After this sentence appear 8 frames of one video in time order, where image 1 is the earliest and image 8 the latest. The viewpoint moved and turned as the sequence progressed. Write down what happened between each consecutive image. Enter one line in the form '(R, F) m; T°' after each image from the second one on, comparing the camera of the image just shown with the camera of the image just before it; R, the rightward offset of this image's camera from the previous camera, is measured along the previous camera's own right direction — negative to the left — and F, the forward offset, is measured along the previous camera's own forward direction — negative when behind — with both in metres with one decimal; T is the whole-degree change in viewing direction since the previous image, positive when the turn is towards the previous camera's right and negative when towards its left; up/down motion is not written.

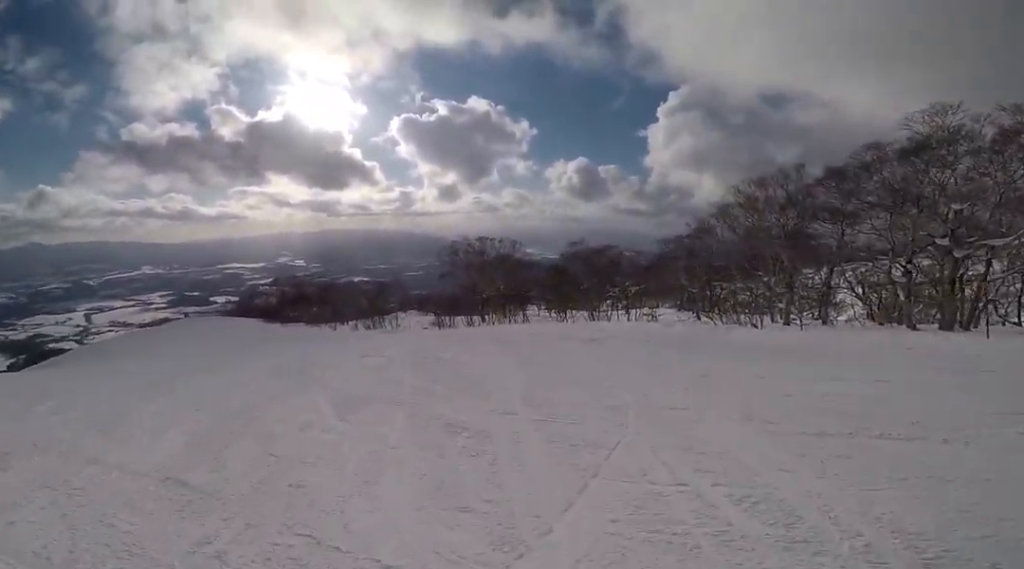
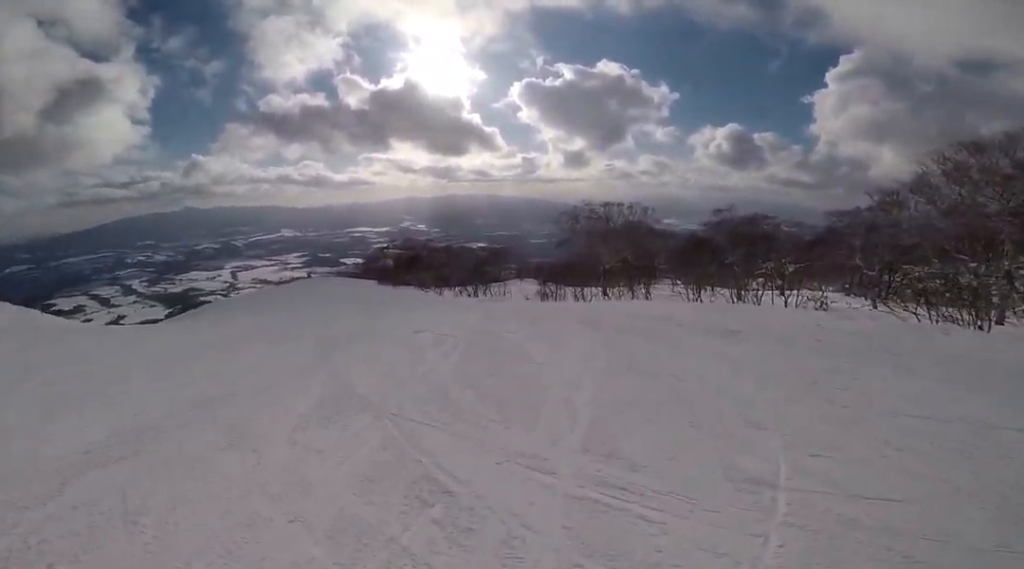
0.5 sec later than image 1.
(+1.0, +2.3) m; -9°
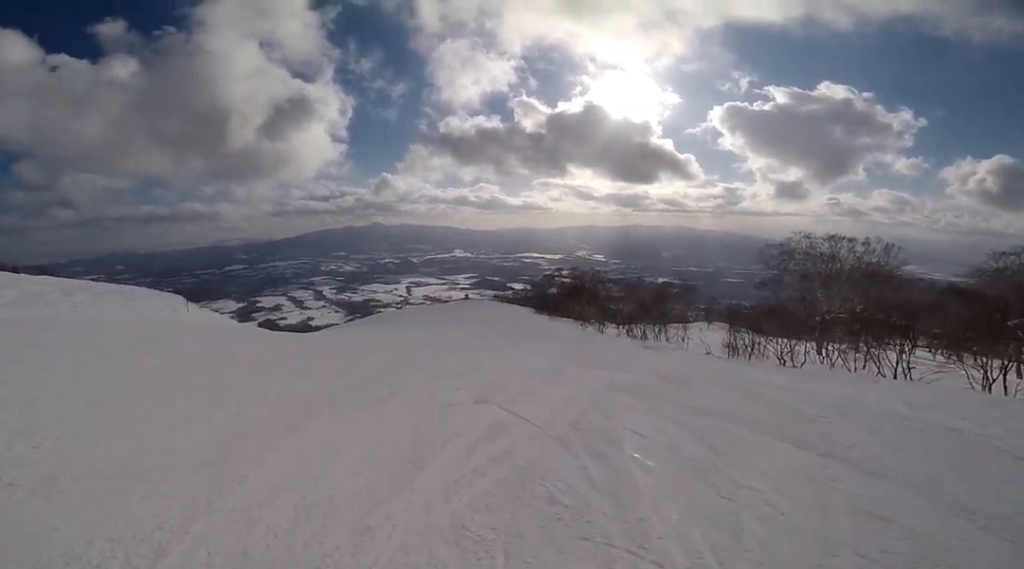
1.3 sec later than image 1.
(-1.9, +3.3) m; -30°
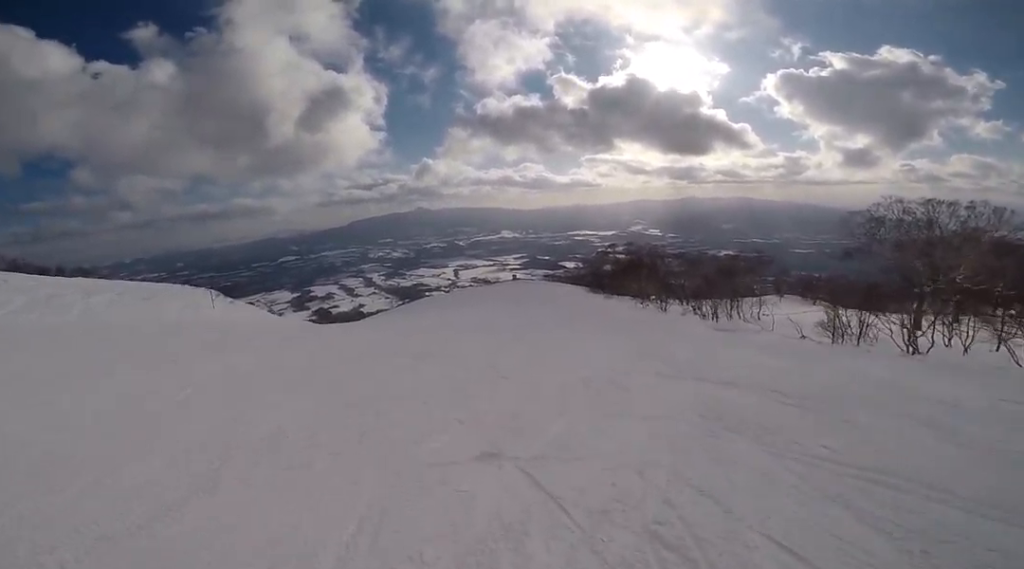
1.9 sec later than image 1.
(-0.4, +2.4) m; -18°
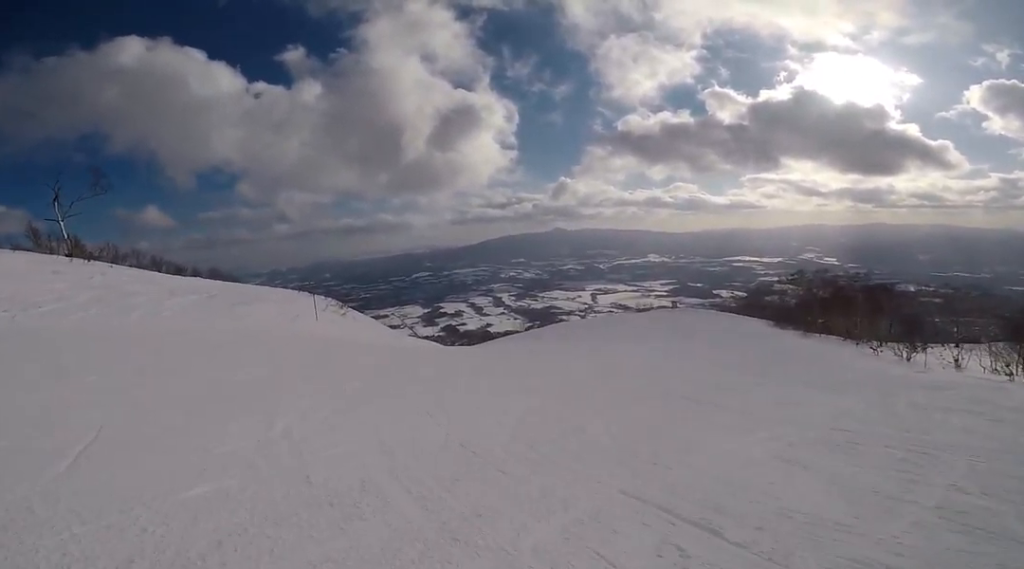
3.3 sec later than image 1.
(-2.1, +5.7) m; -29°
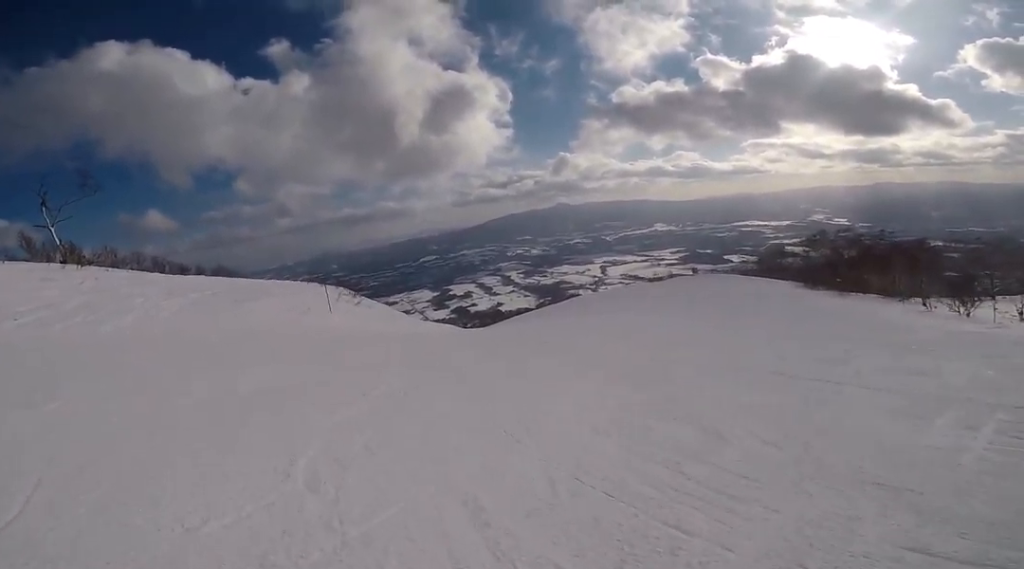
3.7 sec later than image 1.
(-0.2, +1.9) m; -1°
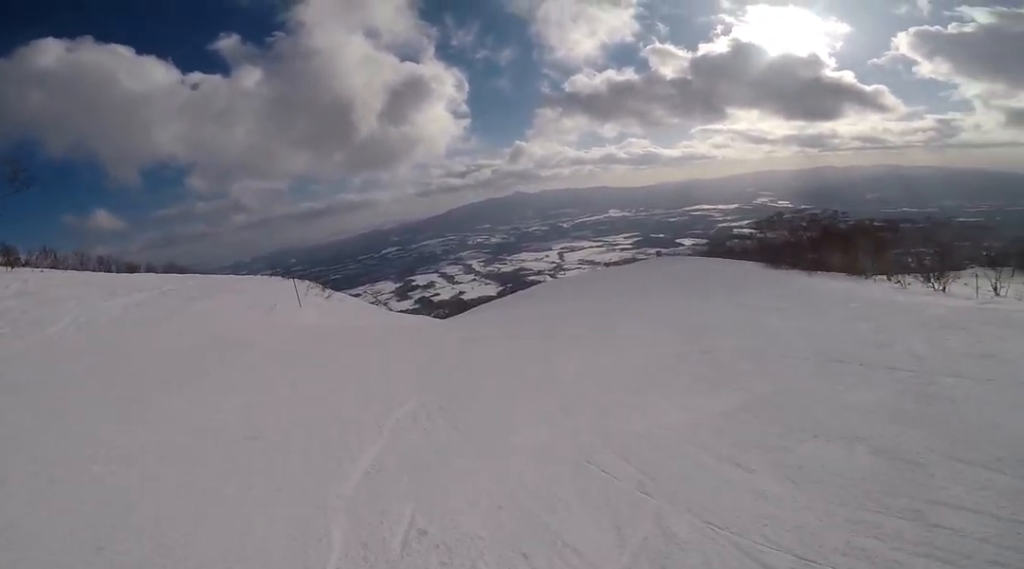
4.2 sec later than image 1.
(+0.2, +2.0) m; +6°
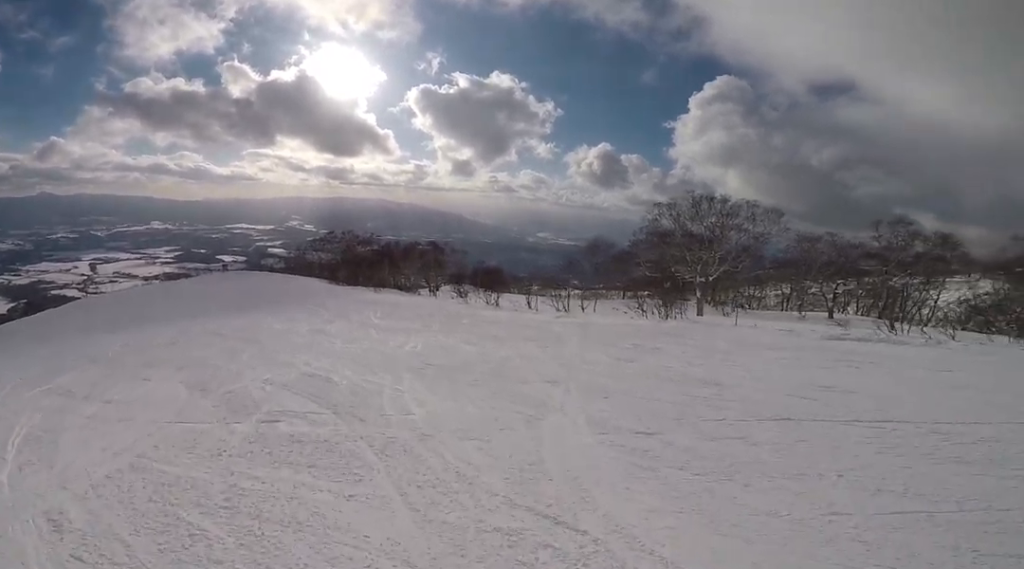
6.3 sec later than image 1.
(+3.8, +7.5) m; +71°
